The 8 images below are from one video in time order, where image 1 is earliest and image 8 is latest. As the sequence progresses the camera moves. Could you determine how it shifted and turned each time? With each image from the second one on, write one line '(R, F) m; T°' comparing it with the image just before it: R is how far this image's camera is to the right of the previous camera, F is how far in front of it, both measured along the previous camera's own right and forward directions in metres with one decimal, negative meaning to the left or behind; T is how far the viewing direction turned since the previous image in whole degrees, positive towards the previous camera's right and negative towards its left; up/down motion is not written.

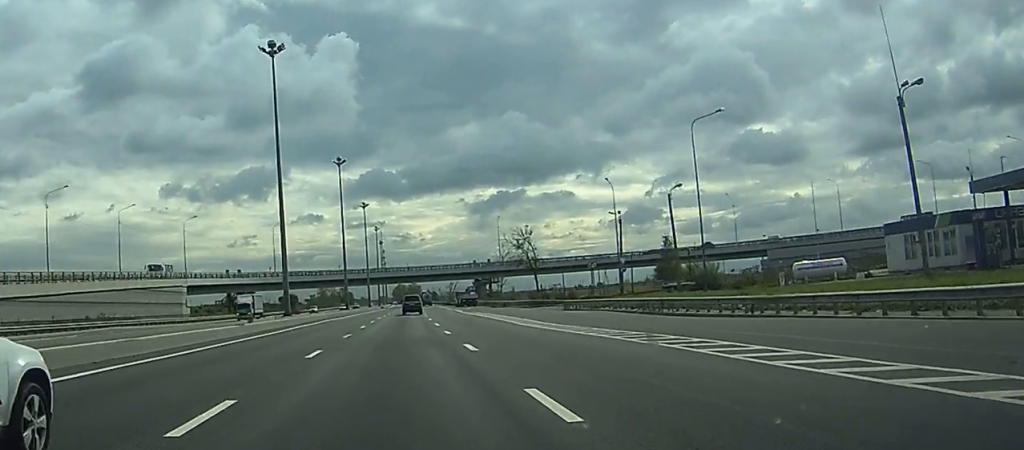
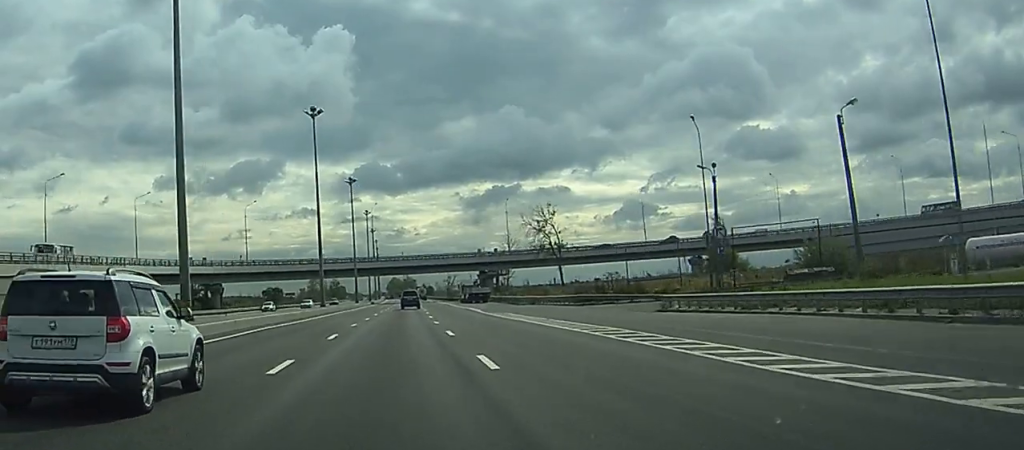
(+0.3, +29.2) m; +1°
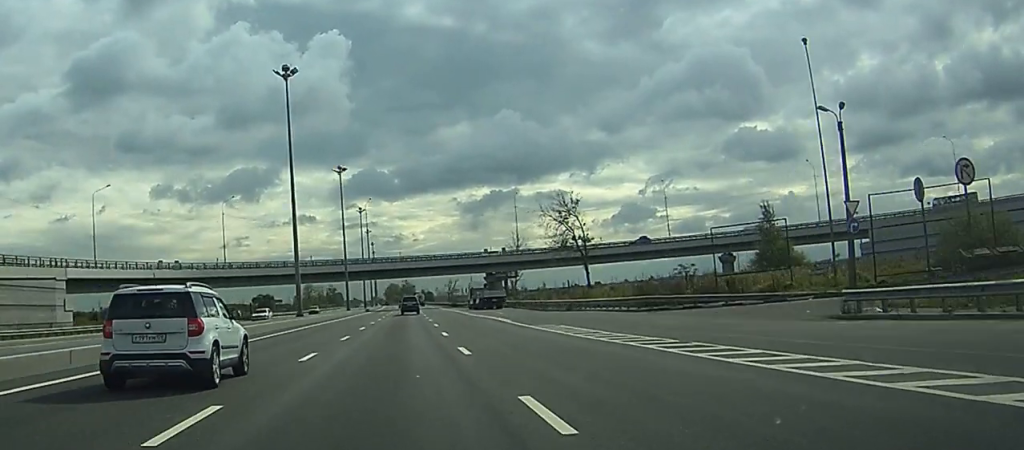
(0.0, +19.4) m; 0°
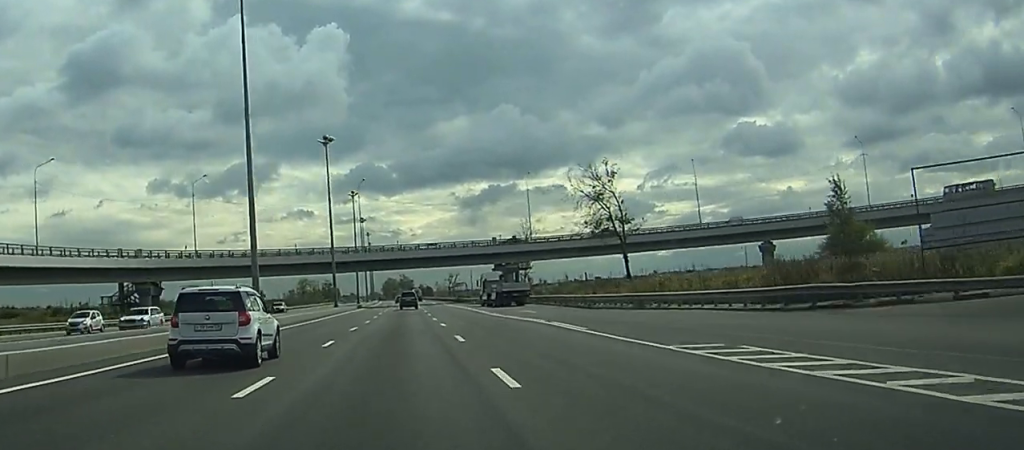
(0.0, +20.2) m; 0°
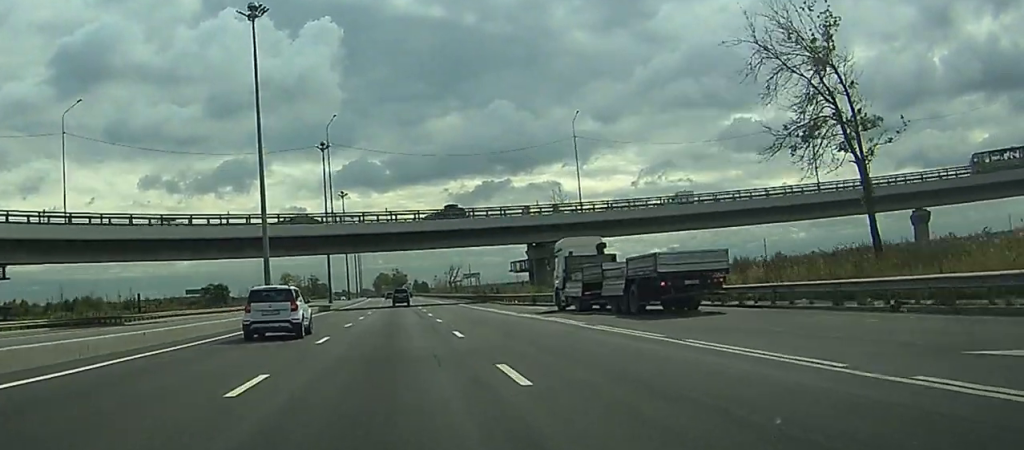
(+0.1, +49.1) m; 0°
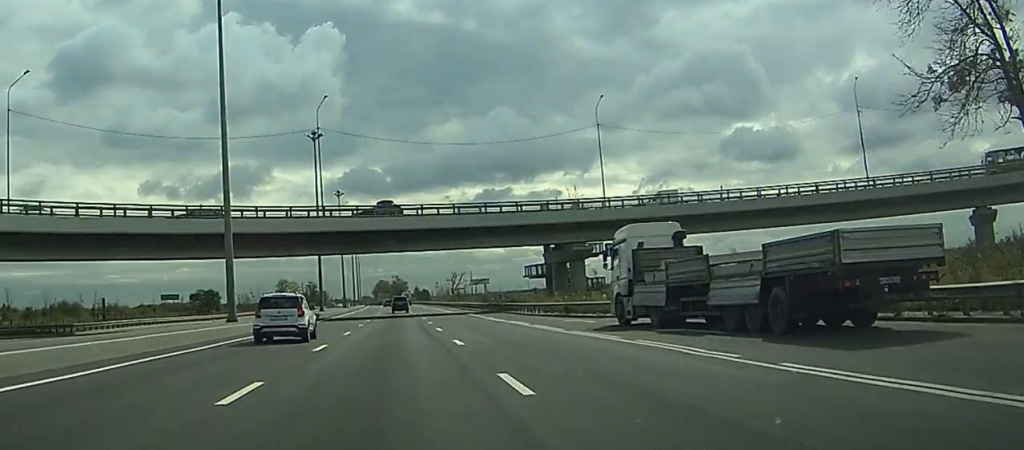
(0.0, +12.4) m; 0°
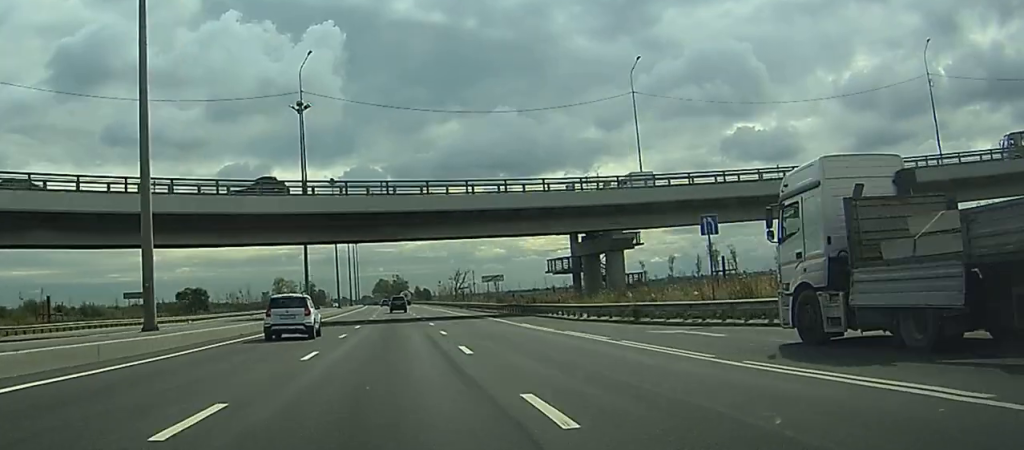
(0.0, +14.7) m; 0°
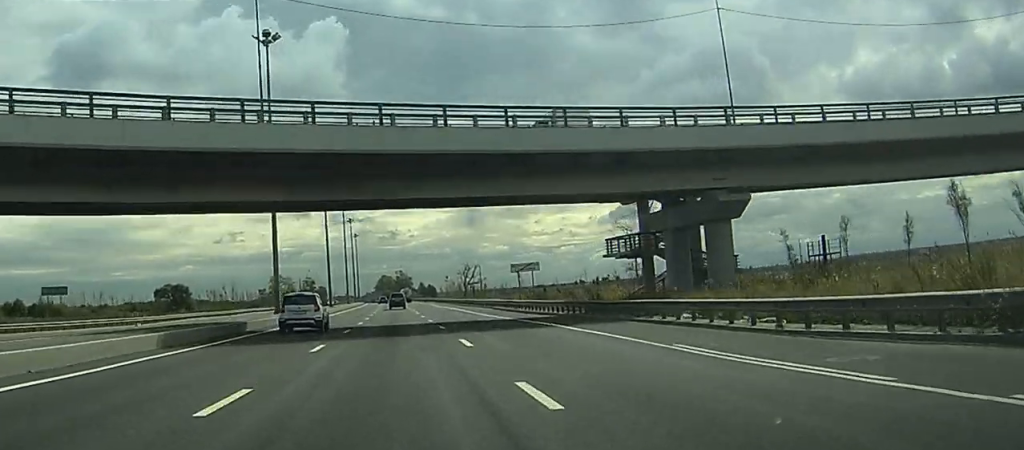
(0.0, +22.5) m; 0°
